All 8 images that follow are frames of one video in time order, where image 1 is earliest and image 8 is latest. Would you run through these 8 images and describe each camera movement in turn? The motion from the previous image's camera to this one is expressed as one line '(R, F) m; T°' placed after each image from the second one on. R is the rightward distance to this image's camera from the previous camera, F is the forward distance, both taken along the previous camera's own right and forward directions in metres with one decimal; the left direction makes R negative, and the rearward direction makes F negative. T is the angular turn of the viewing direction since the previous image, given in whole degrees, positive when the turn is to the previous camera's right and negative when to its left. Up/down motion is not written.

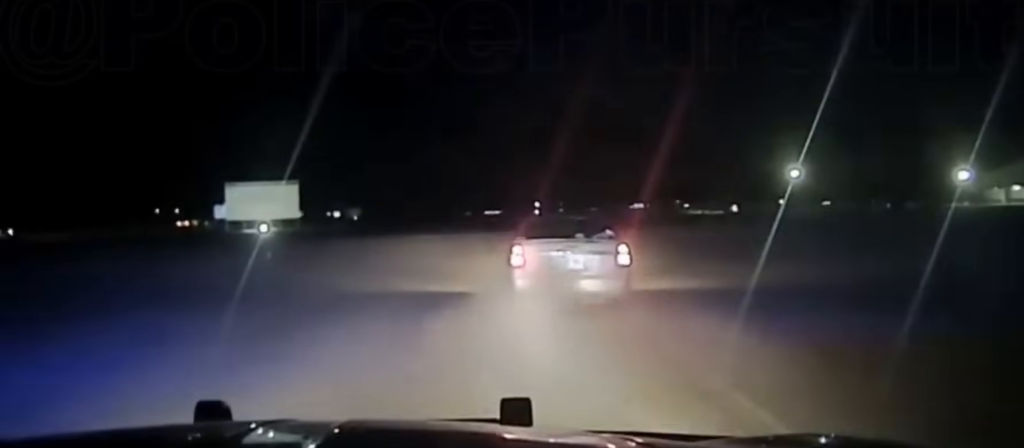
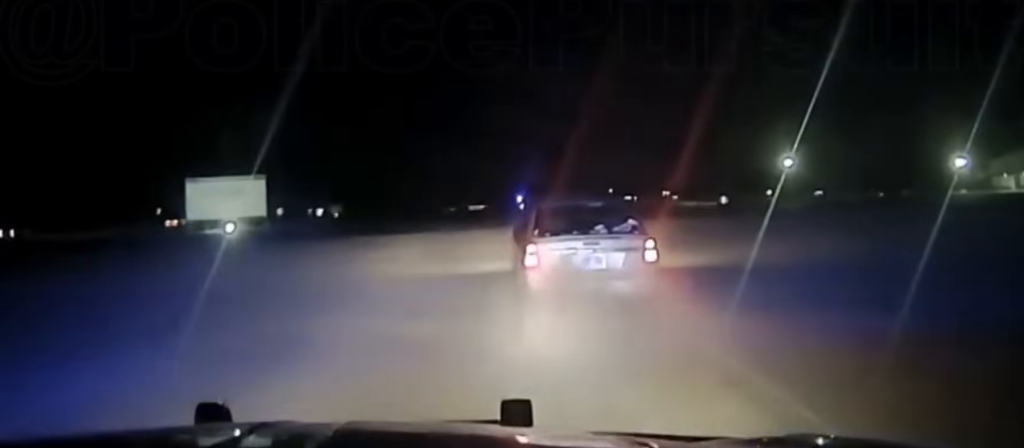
(+0.1, +8.1) m; +1°
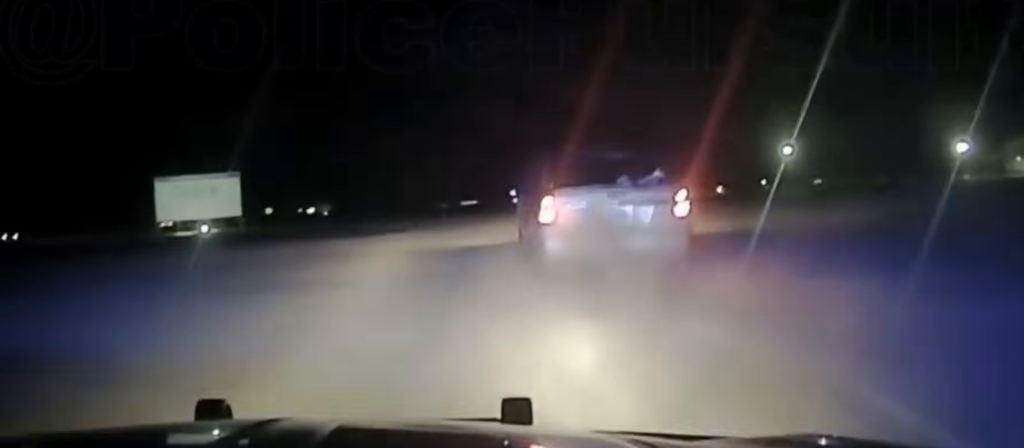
(0.0, +6.0) m; 0°
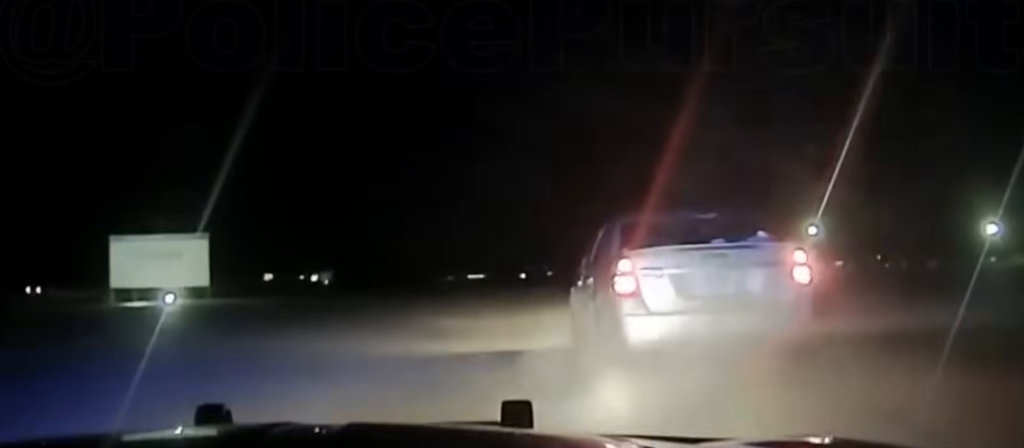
(0.0, +10.5) m; +1°
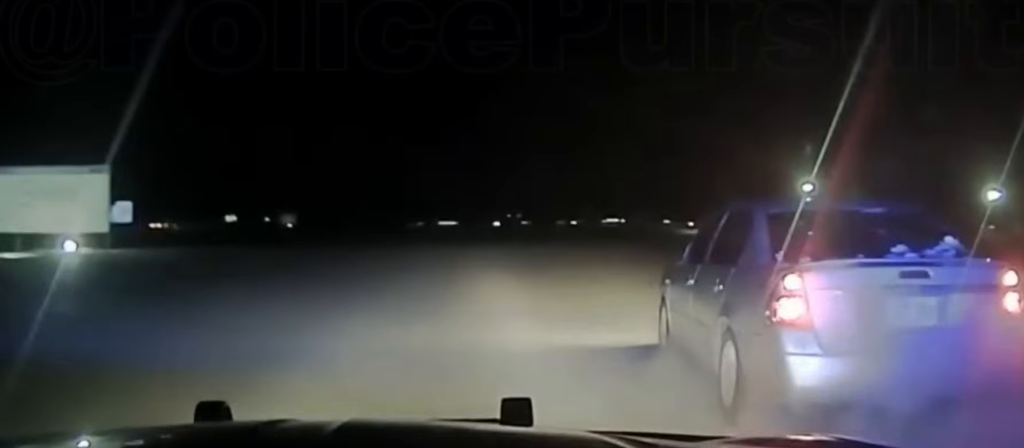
(+0.3, +13.9) m; +3°
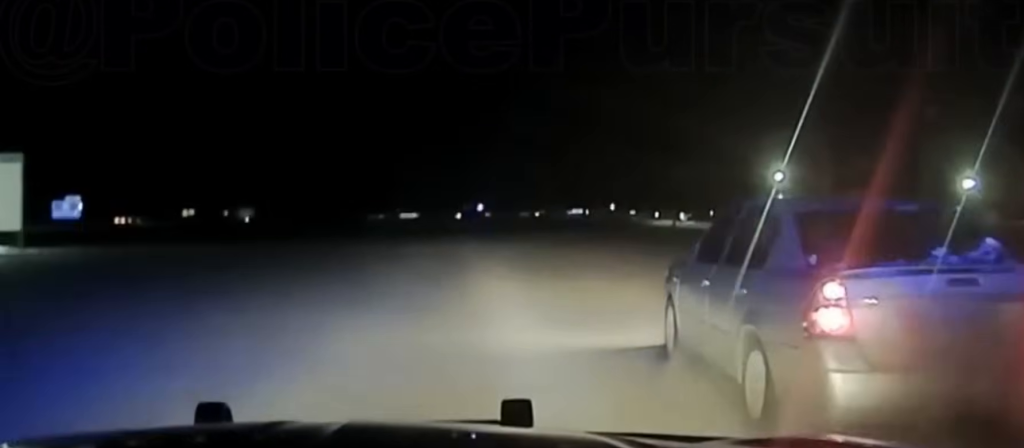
(+0.1, +6.0) m; +2°
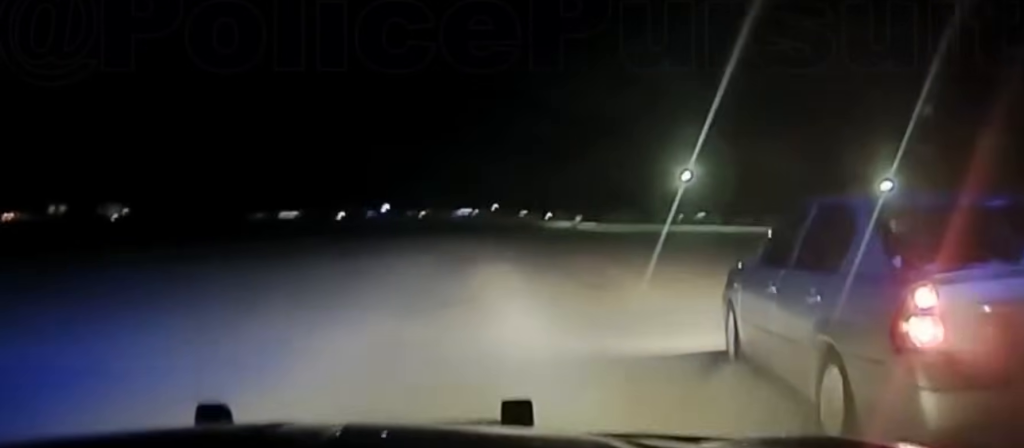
(+0.7, +14.3) m; +7°
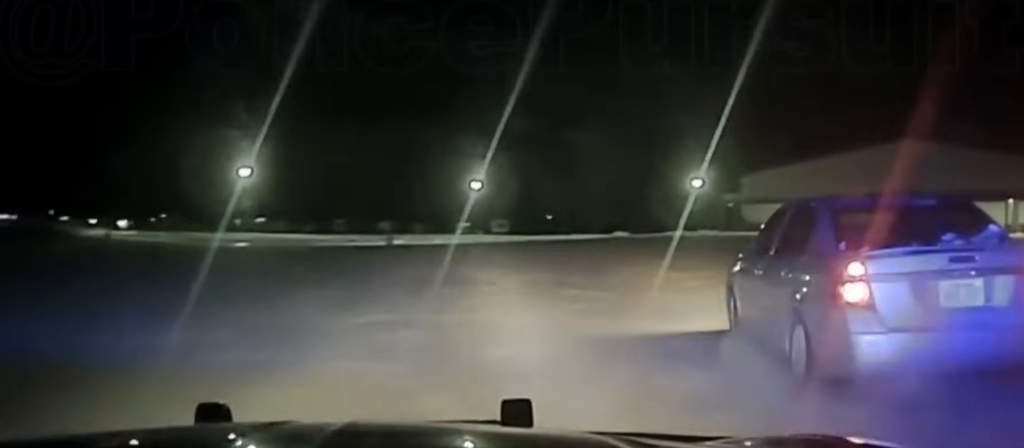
(+6.0, +28.9) m; +28°
